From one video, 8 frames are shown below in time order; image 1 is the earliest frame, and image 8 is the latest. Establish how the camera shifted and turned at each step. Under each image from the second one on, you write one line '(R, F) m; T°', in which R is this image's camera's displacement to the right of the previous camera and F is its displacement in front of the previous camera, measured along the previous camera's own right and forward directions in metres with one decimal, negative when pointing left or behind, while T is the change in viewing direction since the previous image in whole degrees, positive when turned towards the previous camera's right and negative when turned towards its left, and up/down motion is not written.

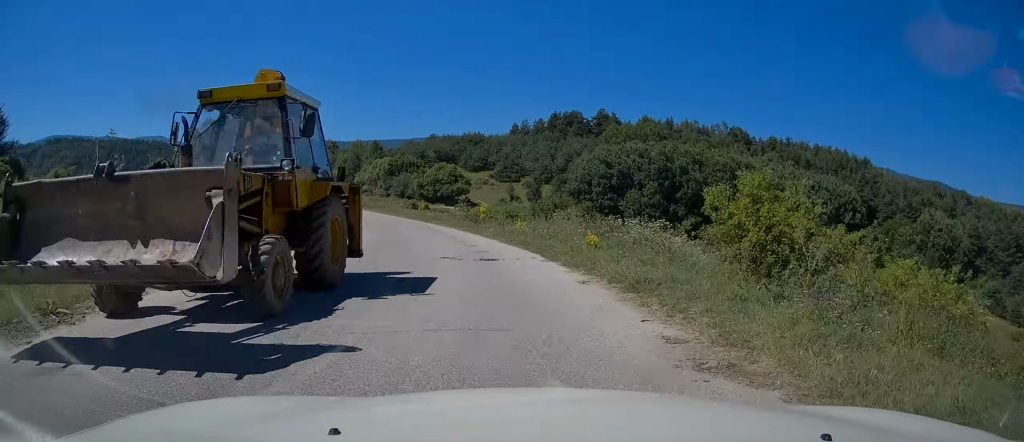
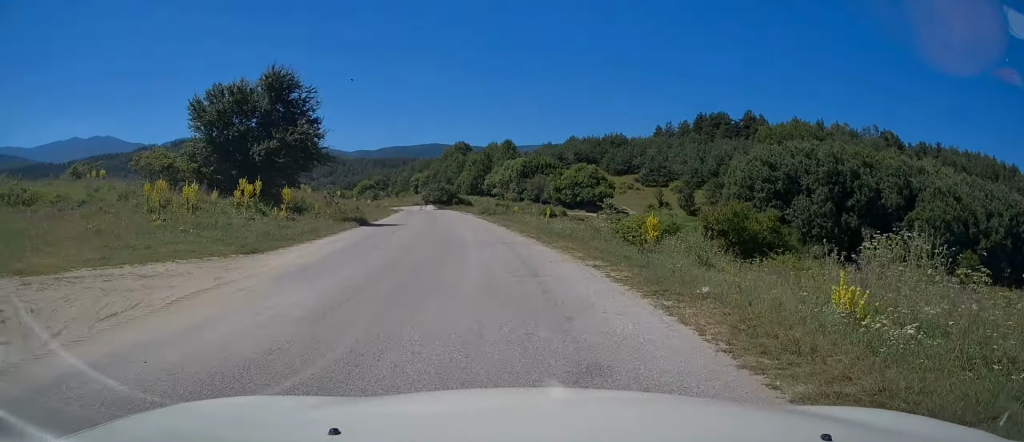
(-1.7, +16.1) m; -12°
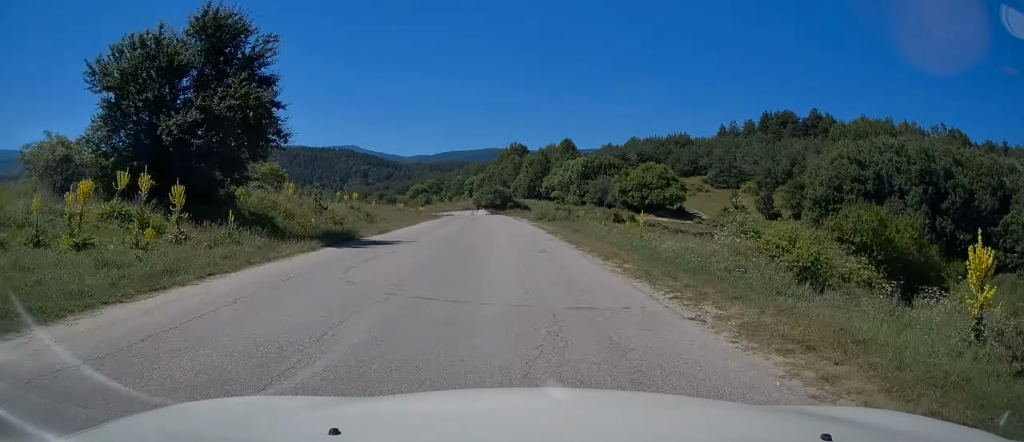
(-0.9, +11.6) m; -6°
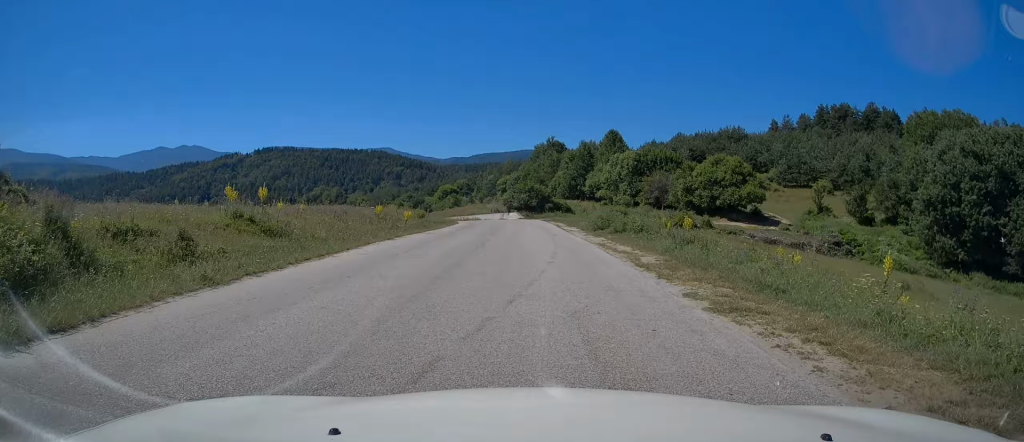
(-0.8, +20.7) m; -2°
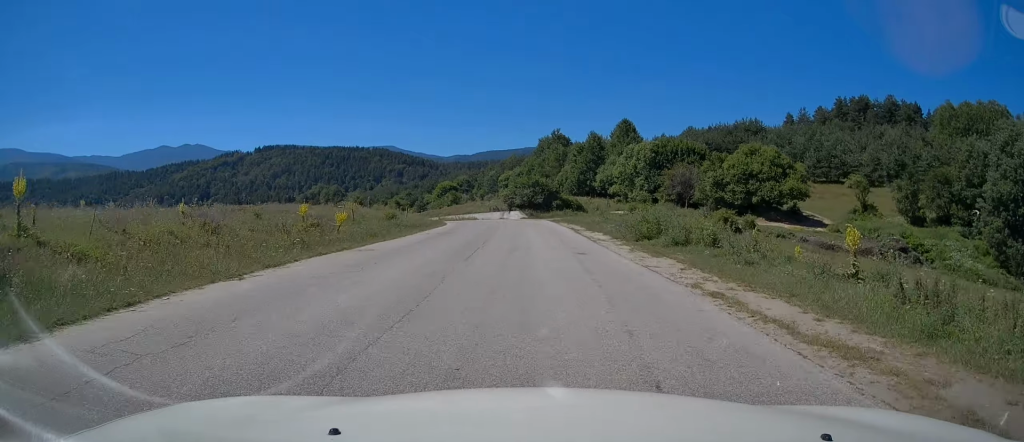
(0.0, +12.4) m; 0°
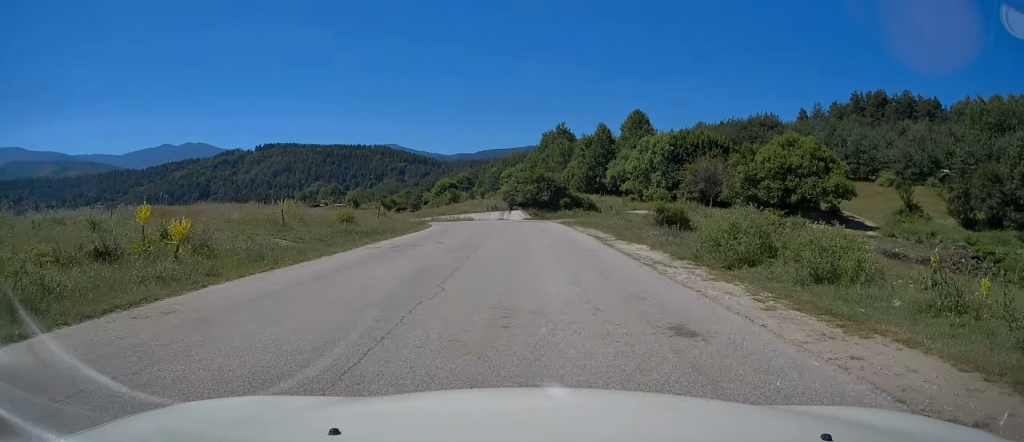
(0.0, +10.0) m; +1°
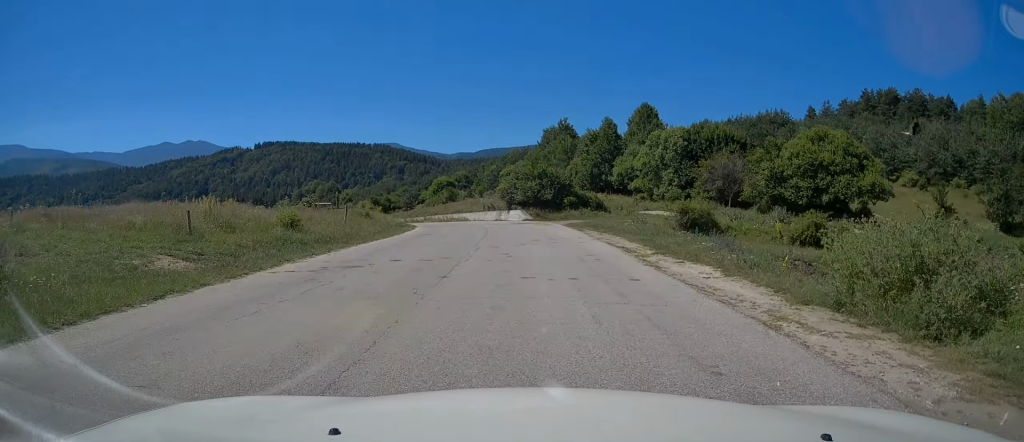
(0.0, +6.7) m; 0°
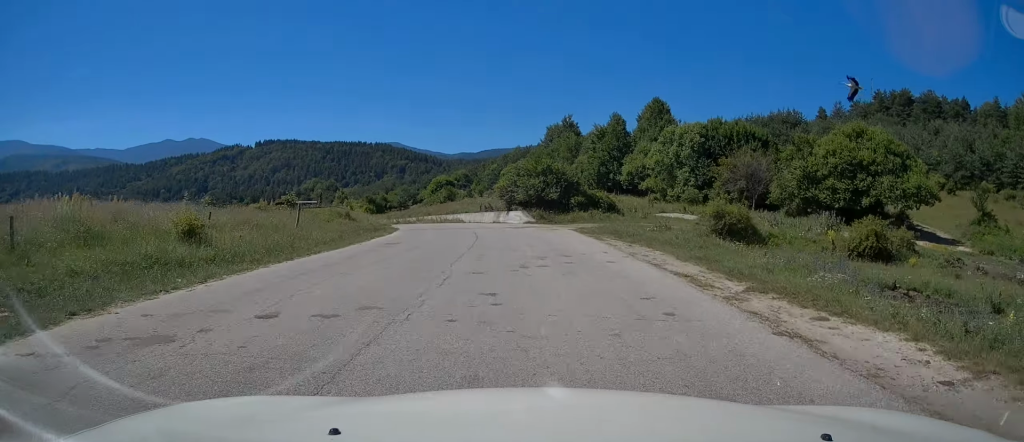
(+0.1, +6.7) m; 0°
